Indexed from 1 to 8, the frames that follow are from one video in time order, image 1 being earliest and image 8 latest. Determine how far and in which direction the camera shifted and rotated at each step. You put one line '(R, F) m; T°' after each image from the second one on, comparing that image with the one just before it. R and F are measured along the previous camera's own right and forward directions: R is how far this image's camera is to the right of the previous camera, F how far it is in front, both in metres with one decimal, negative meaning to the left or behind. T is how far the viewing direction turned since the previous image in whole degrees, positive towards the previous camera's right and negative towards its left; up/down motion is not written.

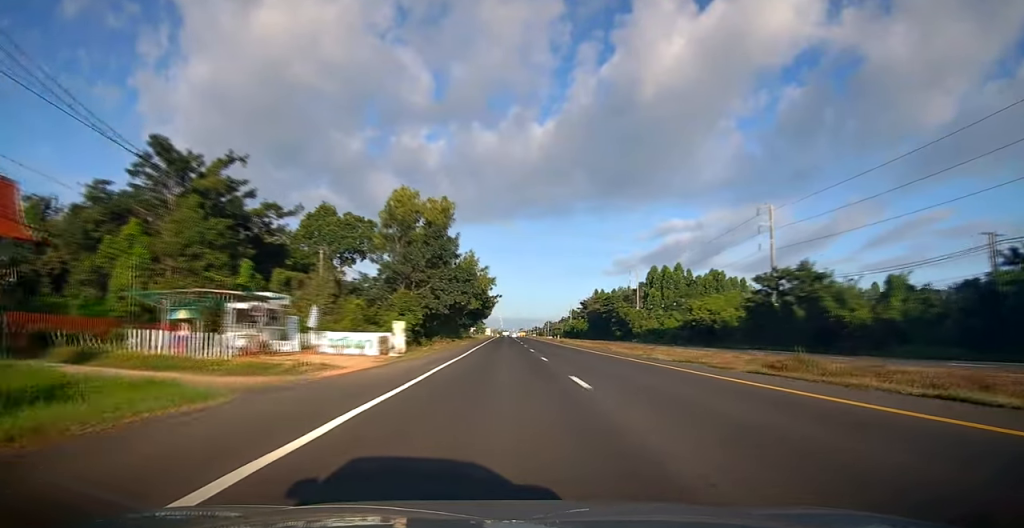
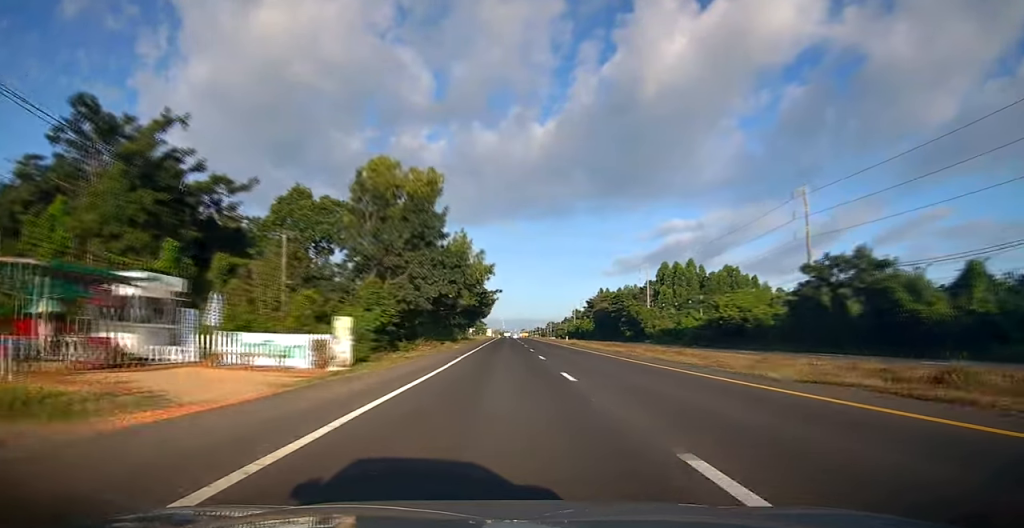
(+0.1, +9.6) m; 0°
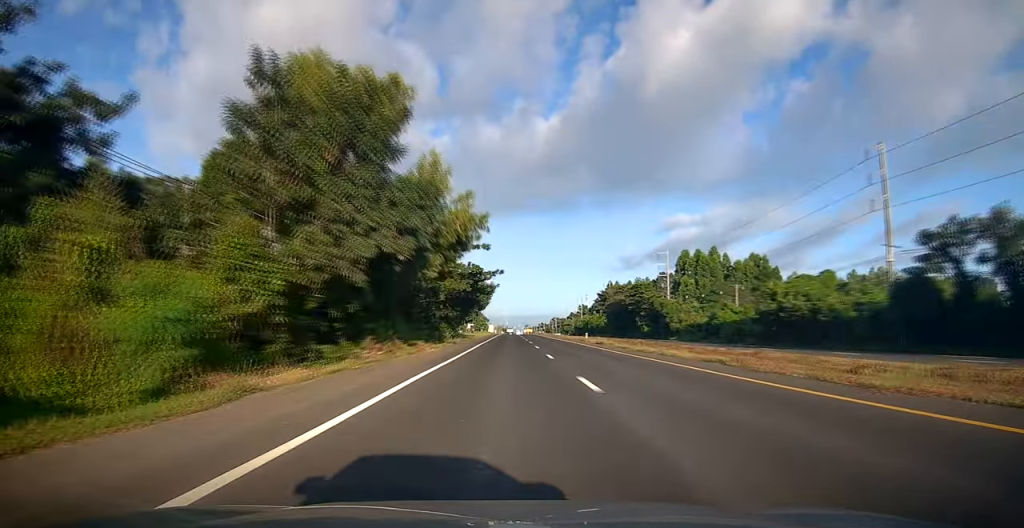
(+0.1, +15.2) m; 0°
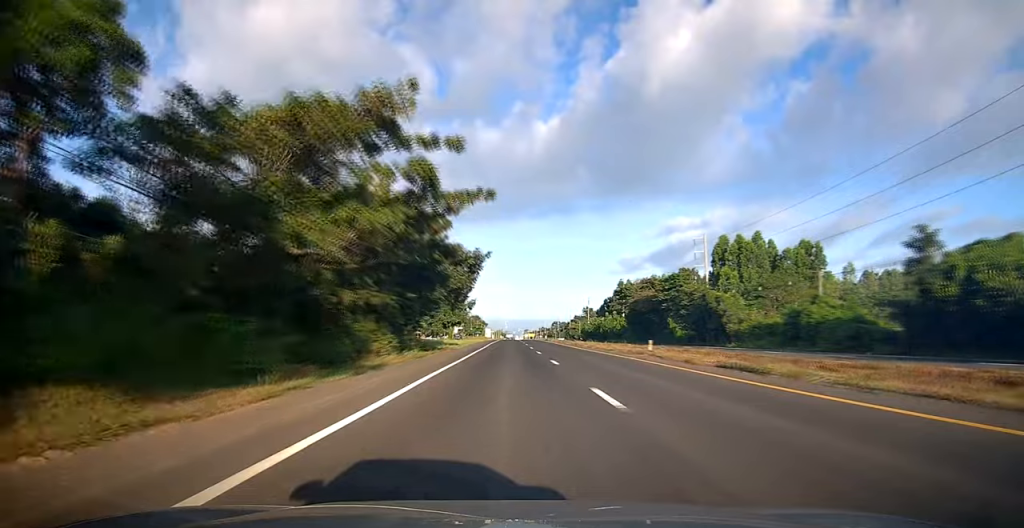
(-0.1, +25.6) m; -1°
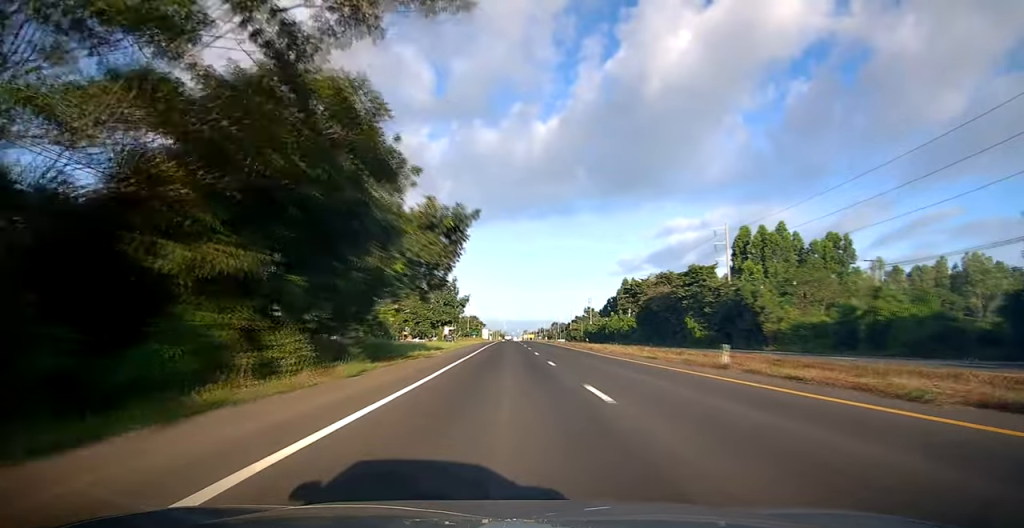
(+0.1, +11.2) m; -1°
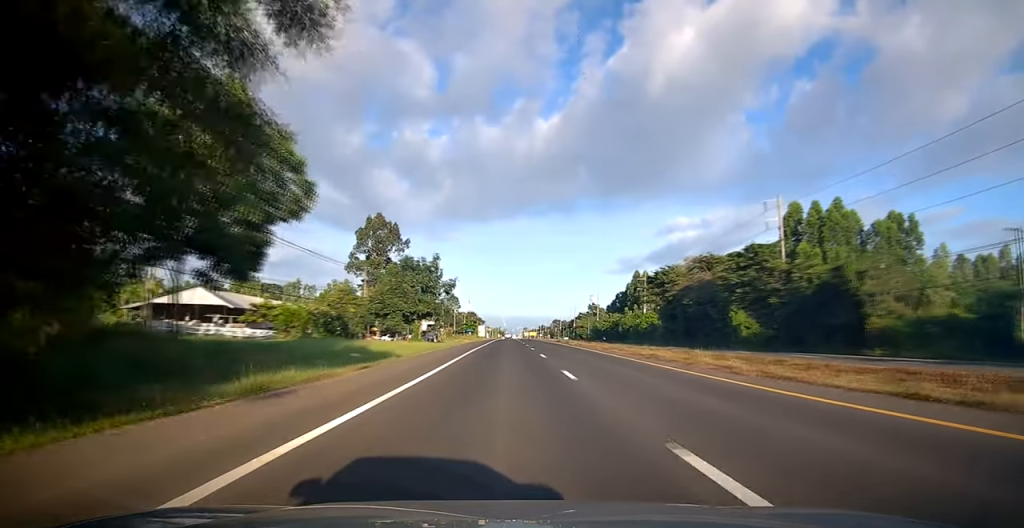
(-0.4, +19.3) m; 0°
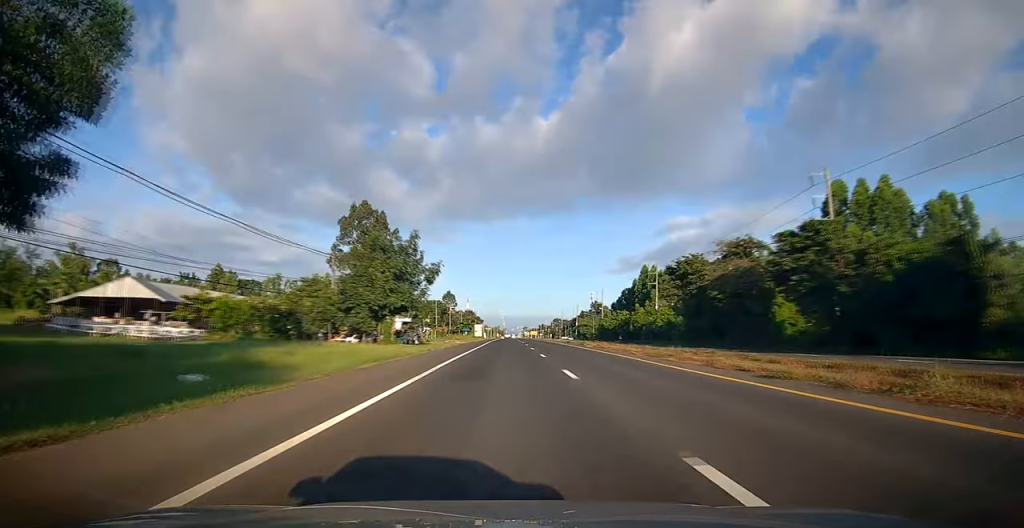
(+0.1, +12.7) m; 0°
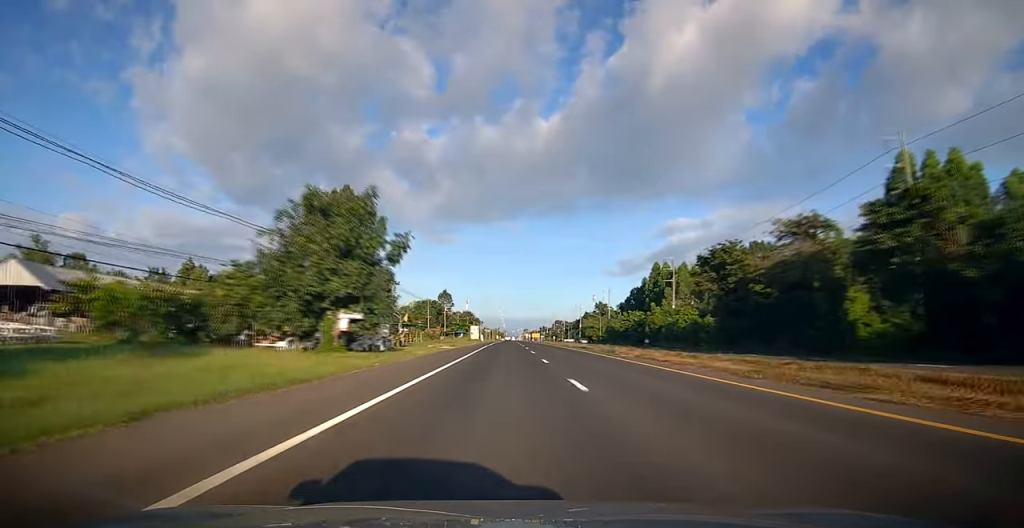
(+0.1, +14.2) m; +1°
